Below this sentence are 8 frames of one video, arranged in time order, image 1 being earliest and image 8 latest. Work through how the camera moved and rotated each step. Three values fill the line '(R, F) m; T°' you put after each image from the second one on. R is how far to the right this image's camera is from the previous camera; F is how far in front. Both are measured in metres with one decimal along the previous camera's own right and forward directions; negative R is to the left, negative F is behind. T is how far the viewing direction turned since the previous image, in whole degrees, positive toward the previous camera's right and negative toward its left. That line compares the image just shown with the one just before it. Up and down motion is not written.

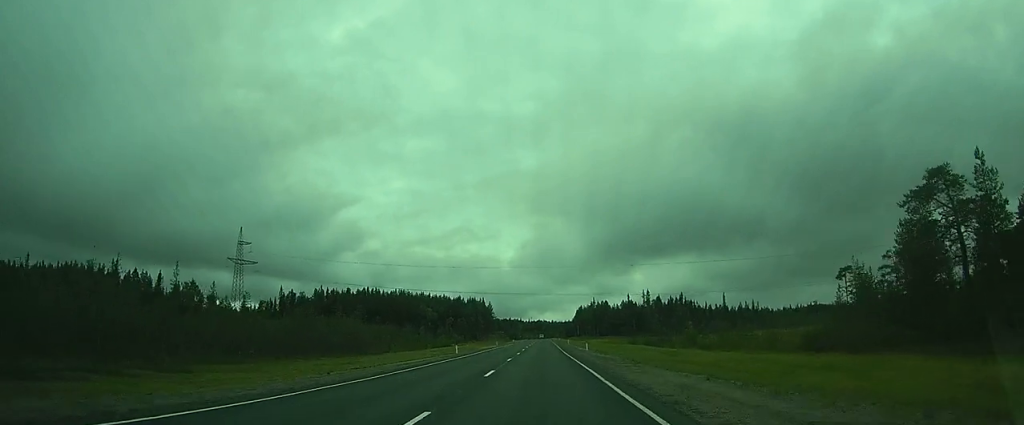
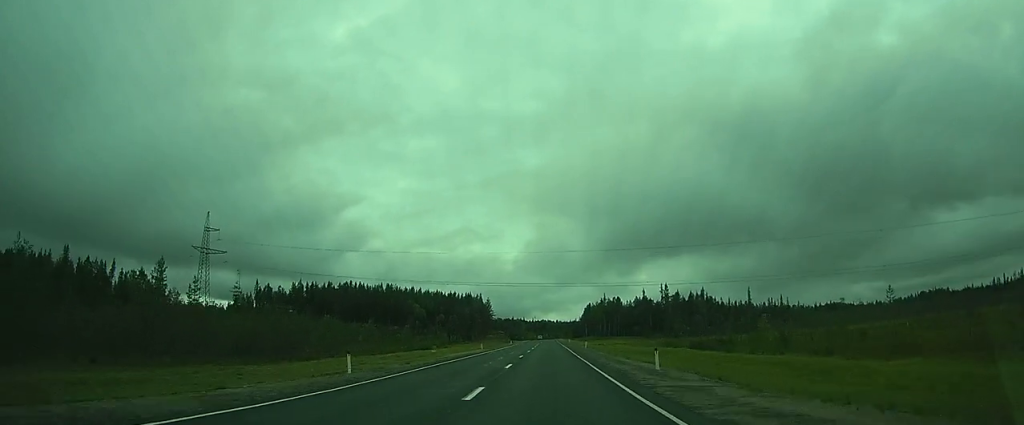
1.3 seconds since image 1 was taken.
(-0.1, +35.5) m; 0°
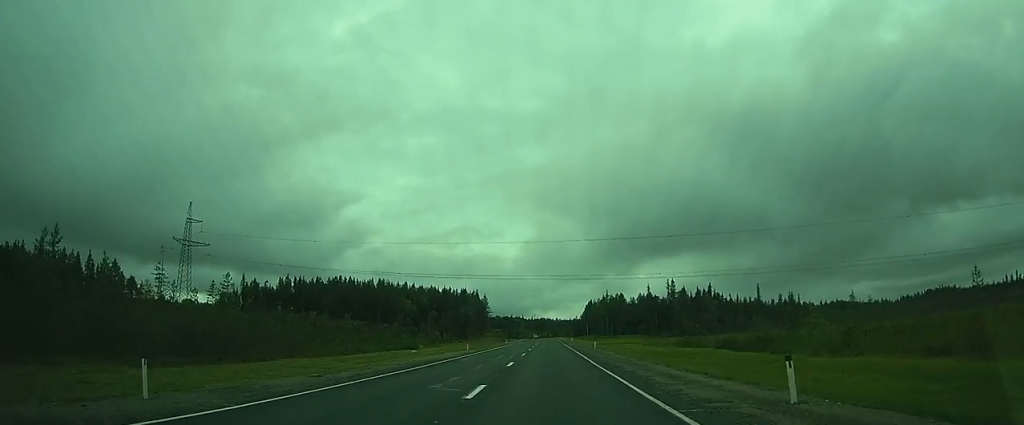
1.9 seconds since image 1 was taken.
(0.0, +13.8) m; 0°
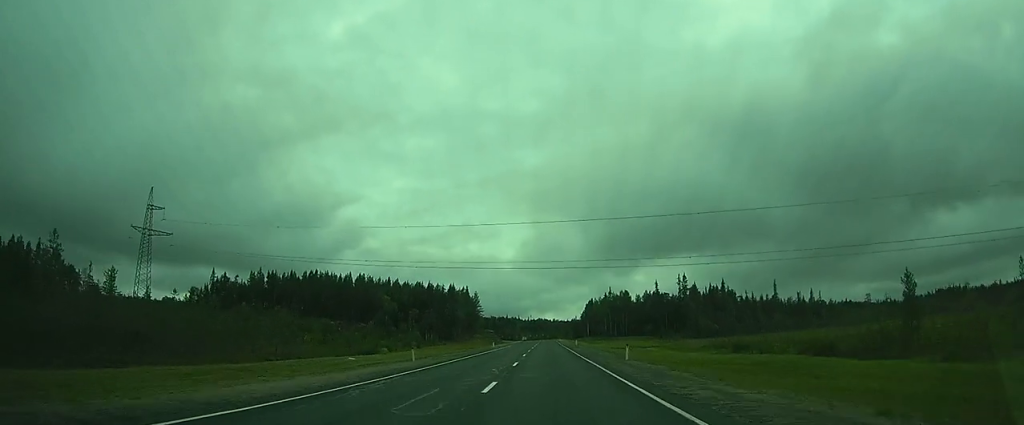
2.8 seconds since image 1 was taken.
(+0.1, +24.2) m; +1°
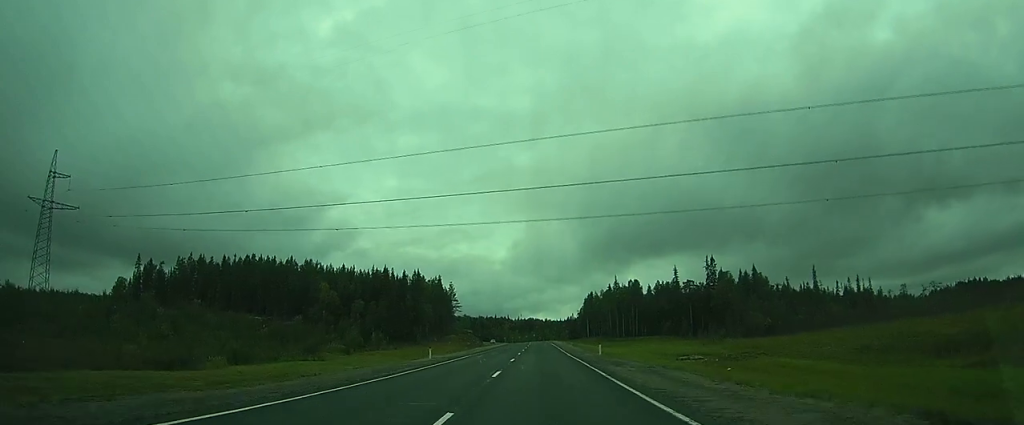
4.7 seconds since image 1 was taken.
(+0.4, +44.4) m; 0°
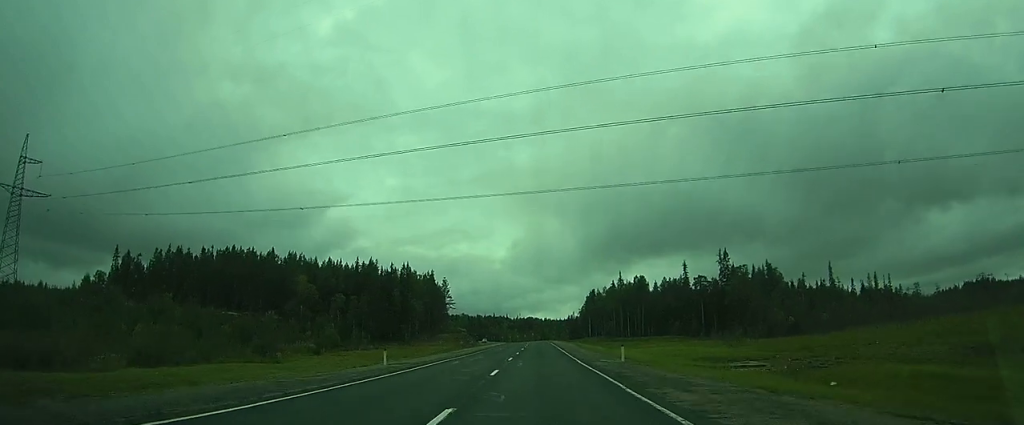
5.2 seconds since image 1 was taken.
(0.0, +12.0) m; -1°
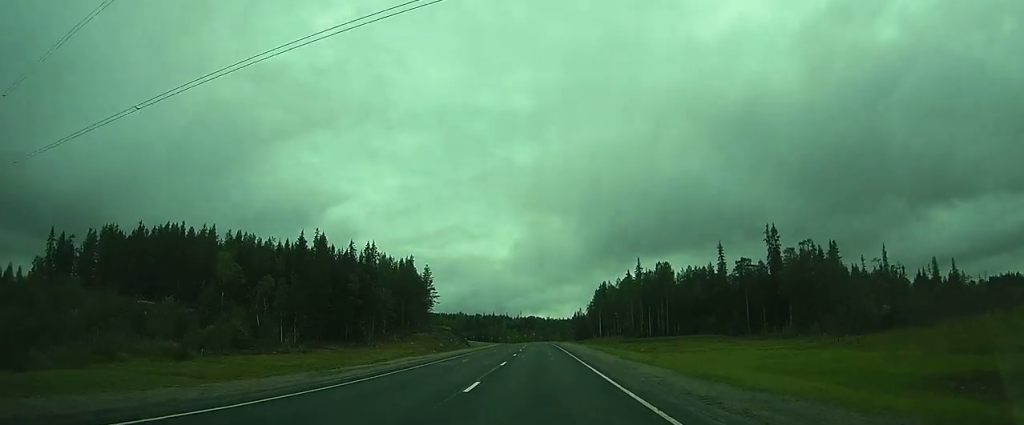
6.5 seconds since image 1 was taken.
(-0.4, +31.1) m; -1°
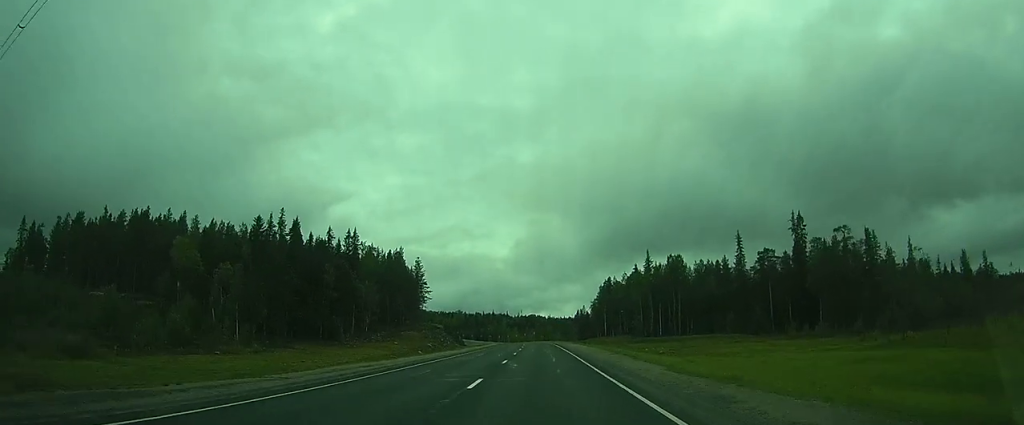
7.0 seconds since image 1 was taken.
(0.0, +11.9) m; 0°
